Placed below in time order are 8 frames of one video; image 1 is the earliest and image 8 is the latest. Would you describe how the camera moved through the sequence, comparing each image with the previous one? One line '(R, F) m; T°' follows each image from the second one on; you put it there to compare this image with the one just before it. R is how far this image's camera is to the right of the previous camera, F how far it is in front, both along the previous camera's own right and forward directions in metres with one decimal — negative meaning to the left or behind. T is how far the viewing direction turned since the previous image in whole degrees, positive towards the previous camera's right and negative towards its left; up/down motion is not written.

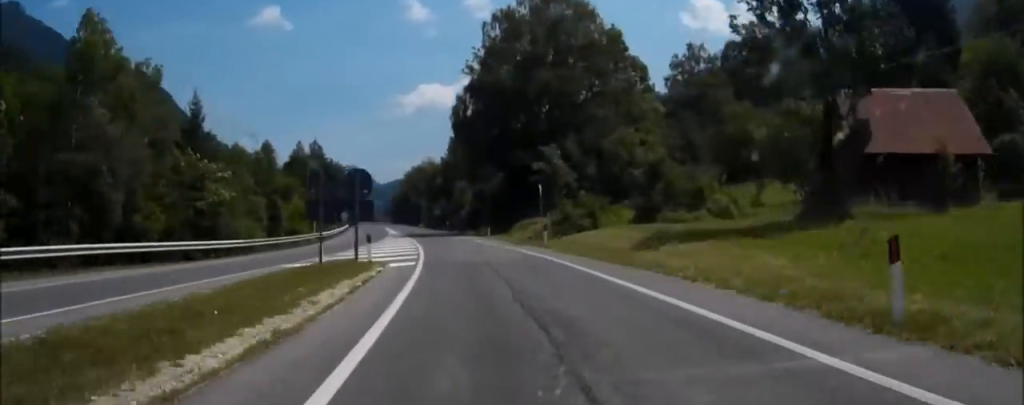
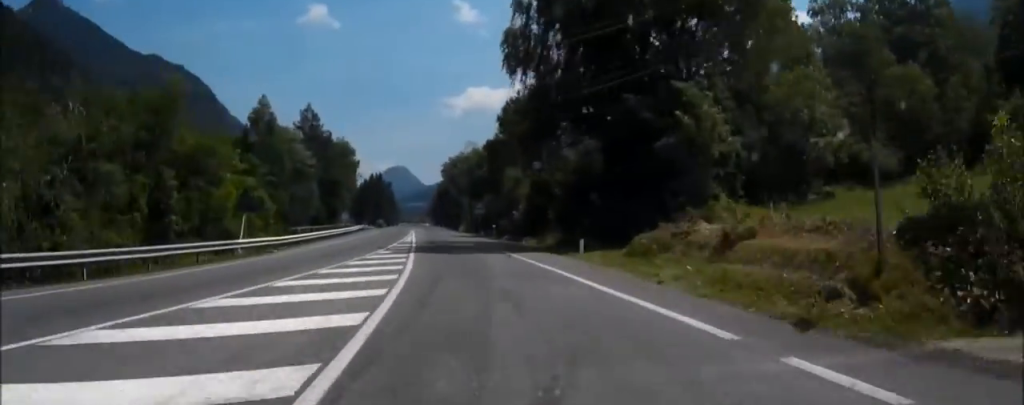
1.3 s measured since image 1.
(-0.9, +28.7) m; -2°
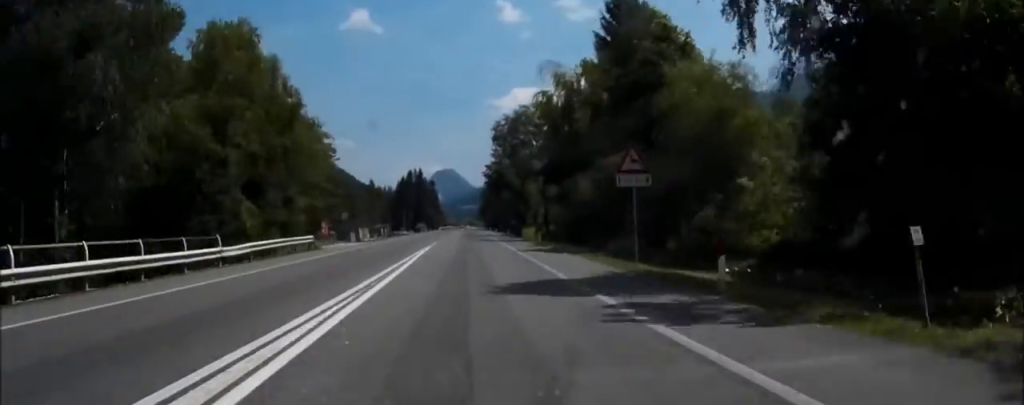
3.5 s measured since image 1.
(-1.3, +51.9) m; -2°
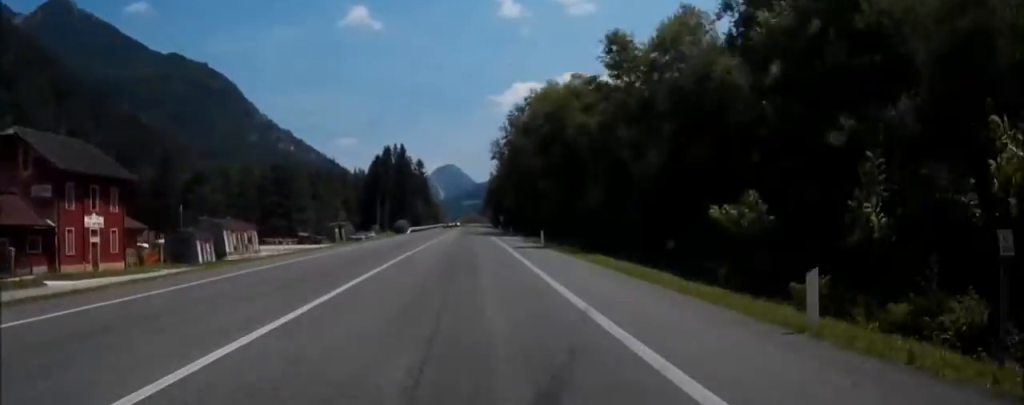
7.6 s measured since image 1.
(-1.4, +94.9) m; -1°
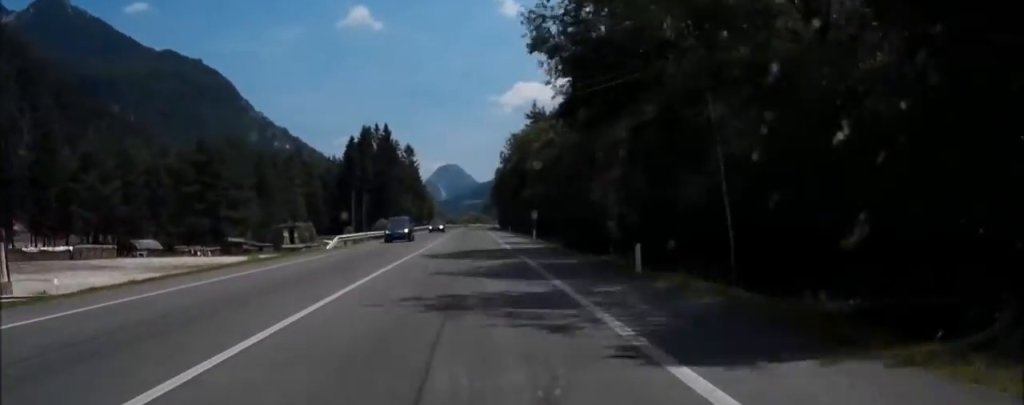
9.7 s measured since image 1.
(0.0, +50.3) m; 0°
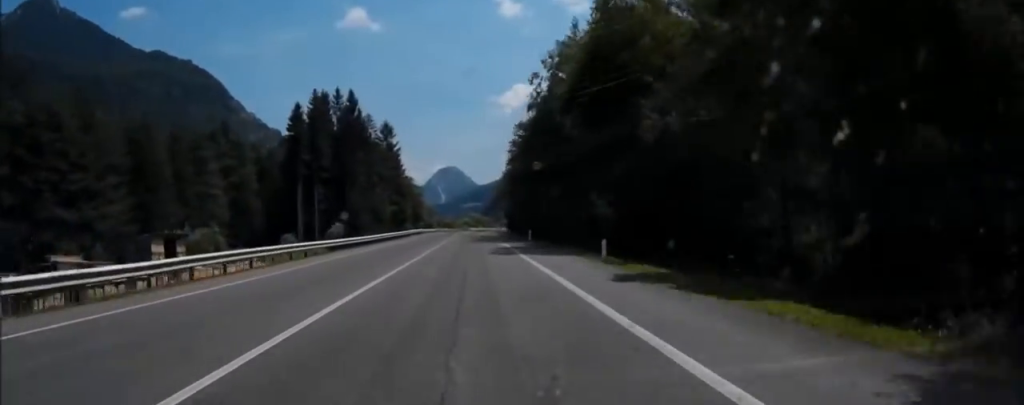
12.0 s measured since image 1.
(+0.2, +53.7) m; 0°
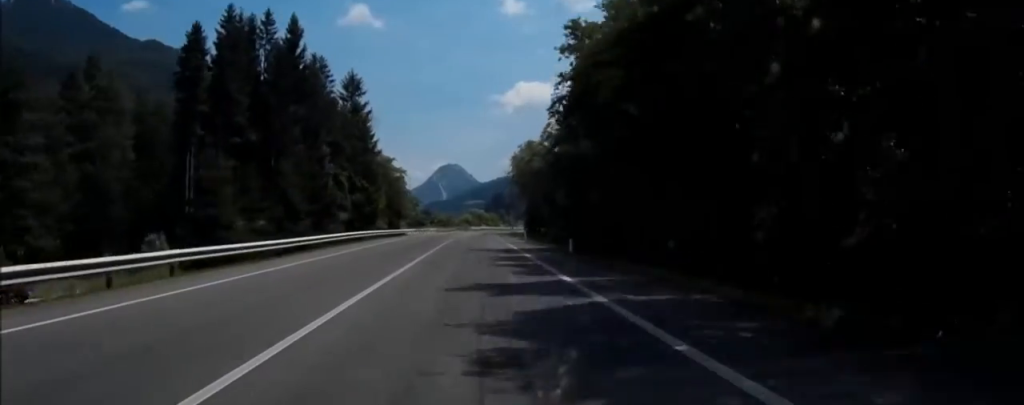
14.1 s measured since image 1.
(+0.1, +49.1) m; +1°
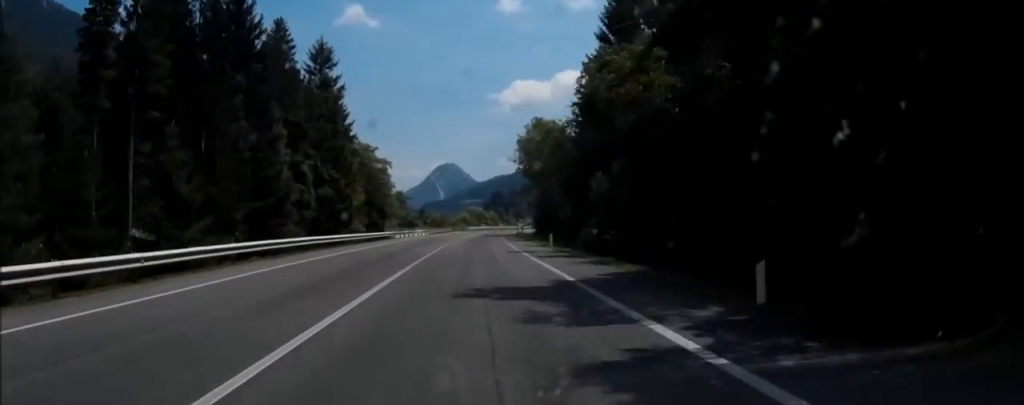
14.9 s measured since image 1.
(0.0, +20.7) m; +1°
